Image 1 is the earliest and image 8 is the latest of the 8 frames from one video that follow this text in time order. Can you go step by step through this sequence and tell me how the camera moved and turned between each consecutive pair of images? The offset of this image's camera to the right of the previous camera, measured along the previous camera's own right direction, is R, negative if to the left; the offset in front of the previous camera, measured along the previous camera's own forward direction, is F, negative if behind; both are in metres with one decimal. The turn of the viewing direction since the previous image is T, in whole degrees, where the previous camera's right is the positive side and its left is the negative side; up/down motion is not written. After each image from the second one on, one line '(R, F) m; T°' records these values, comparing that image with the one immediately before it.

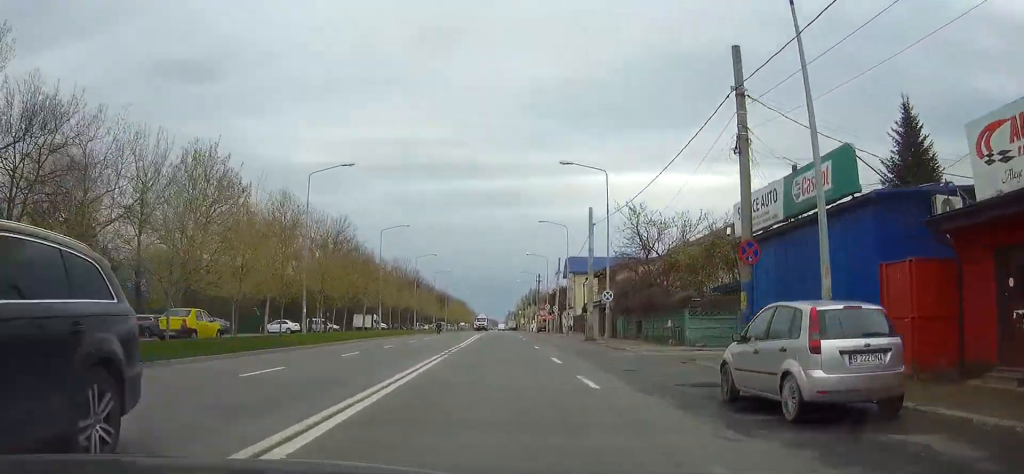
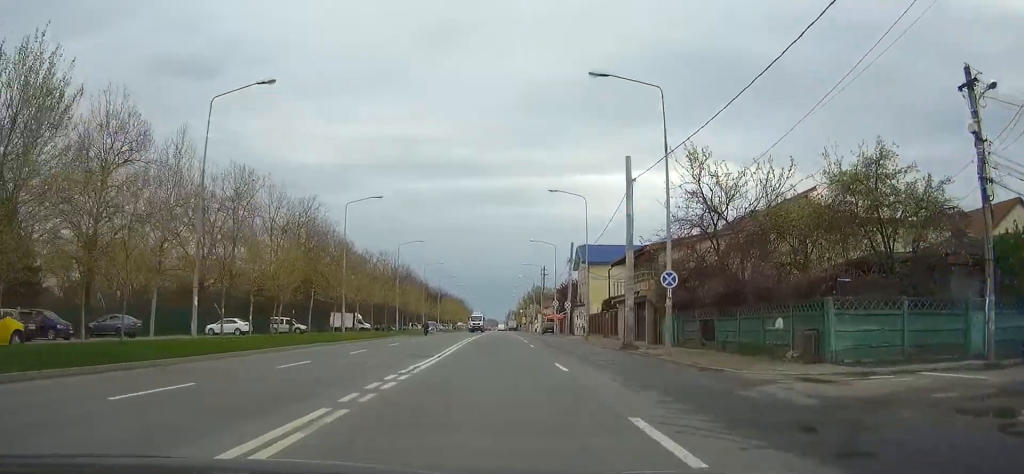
(-0.1, +15.0) m; 0°
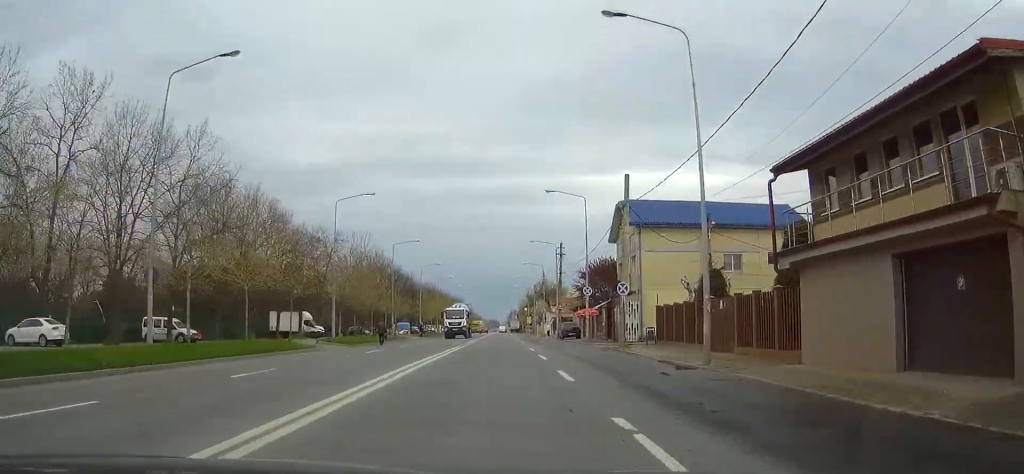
(+0.2, +29.3) m; 0°
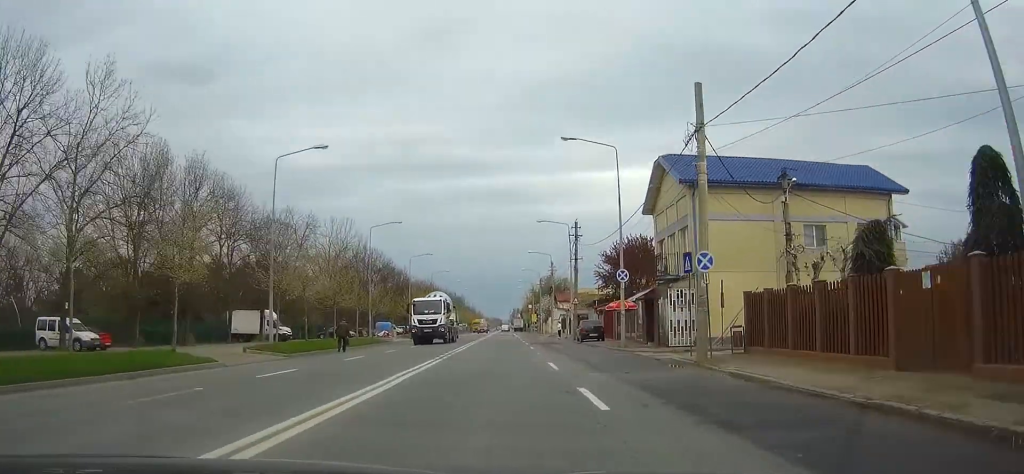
(0.0, +13.6) m; 0°
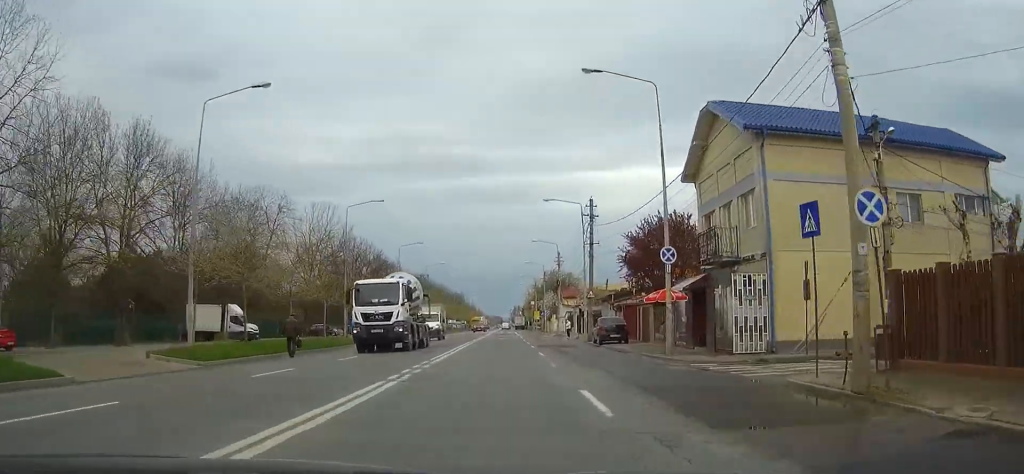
(0.0, +9.6) m; 0°
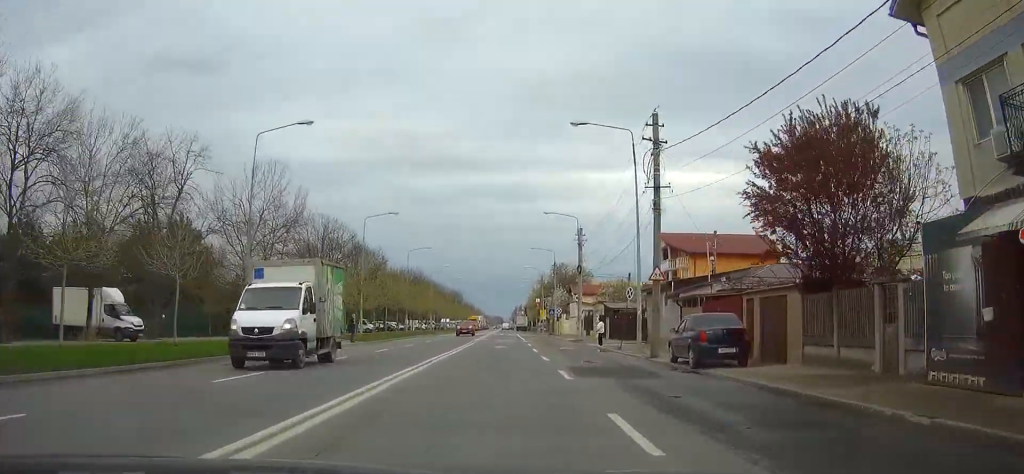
(0.0, +20.2) m; 0°
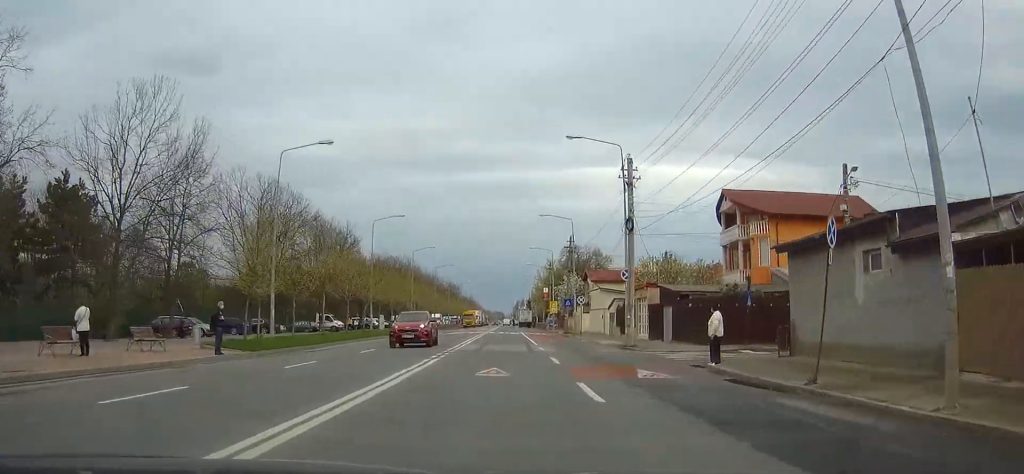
(-0.1, +22.2) m; 0°
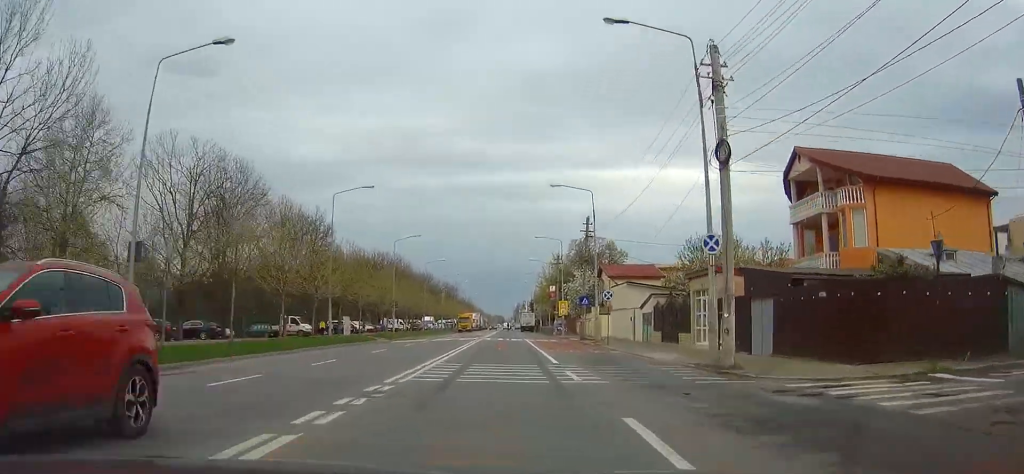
(0.0, +14.3) m; 0°
